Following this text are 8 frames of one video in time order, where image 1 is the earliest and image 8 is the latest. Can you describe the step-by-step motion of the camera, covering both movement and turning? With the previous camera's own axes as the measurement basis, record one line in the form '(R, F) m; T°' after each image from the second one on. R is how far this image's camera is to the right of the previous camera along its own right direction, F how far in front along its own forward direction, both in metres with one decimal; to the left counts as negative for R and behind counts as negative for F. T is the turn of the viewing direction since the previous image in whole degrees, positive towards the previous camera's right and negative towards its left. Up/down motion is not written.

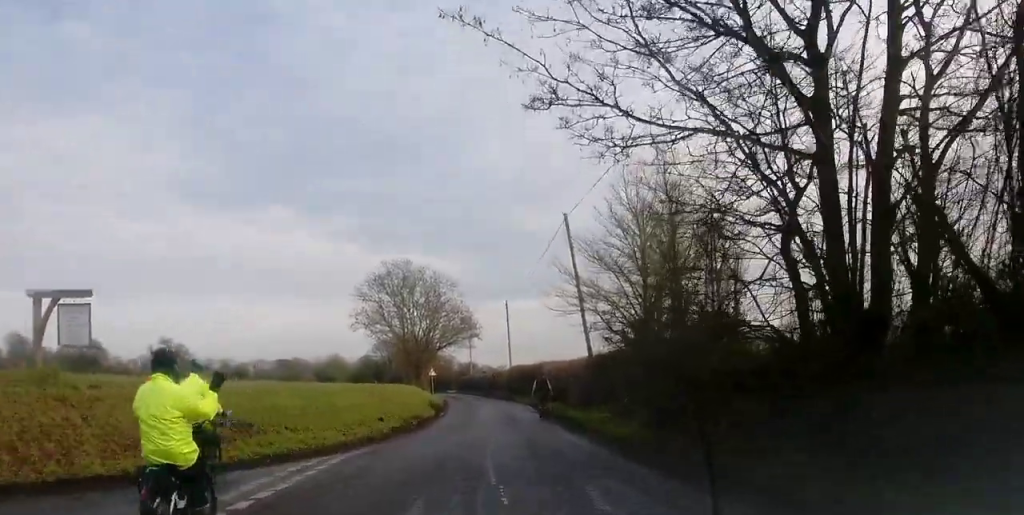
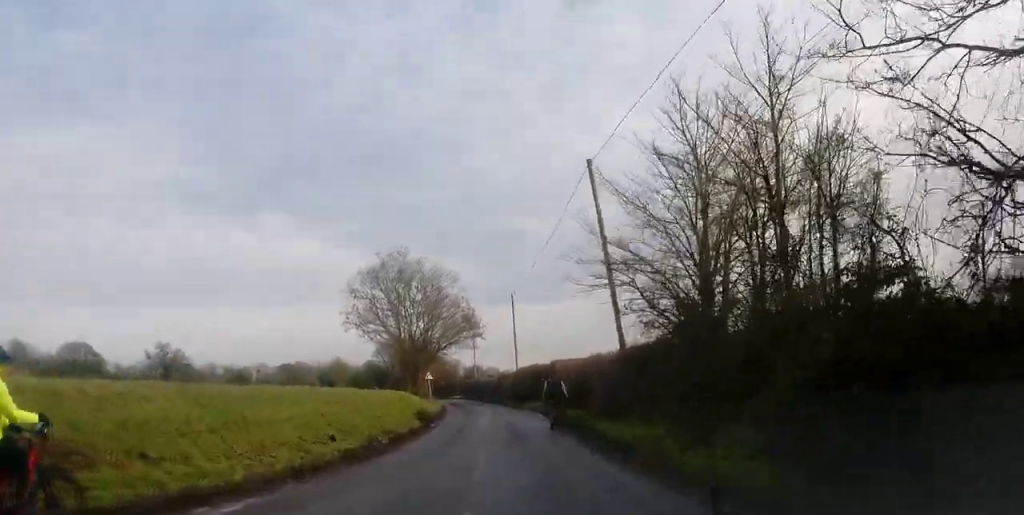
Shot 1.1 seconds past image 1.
(+0.4, +8.5) m; -3°
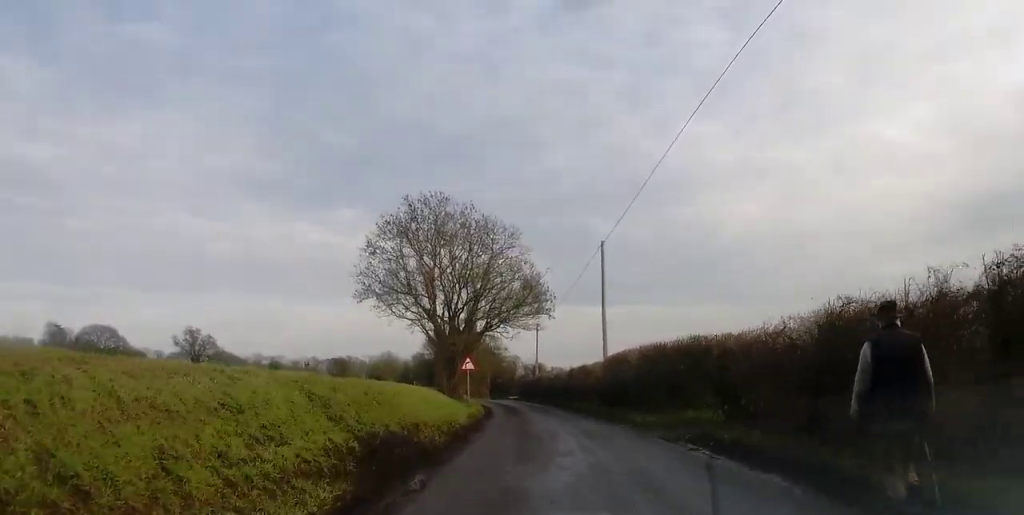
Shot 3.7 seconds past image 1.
(-0.8, +22.5) m; -1°
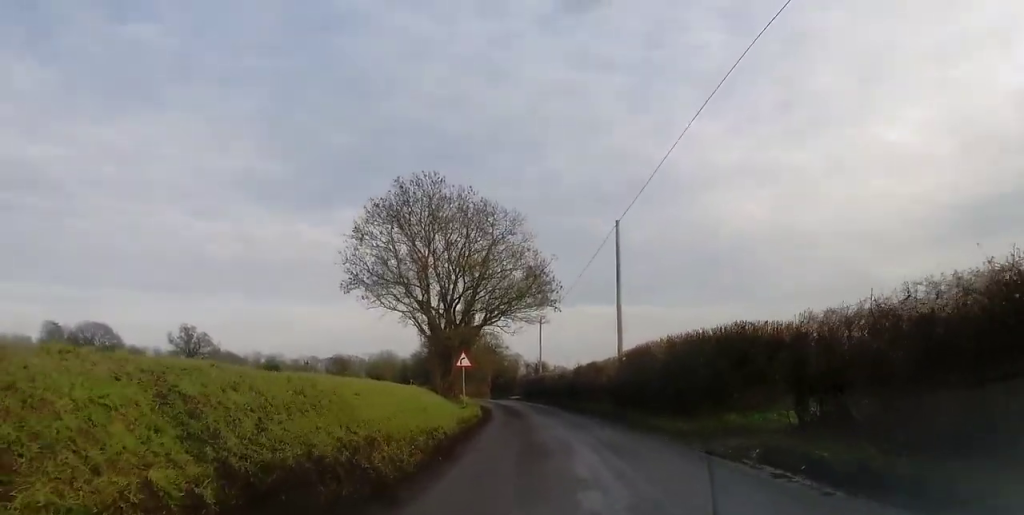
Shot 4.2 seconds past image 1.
(0.0, +5.0) m; 0°
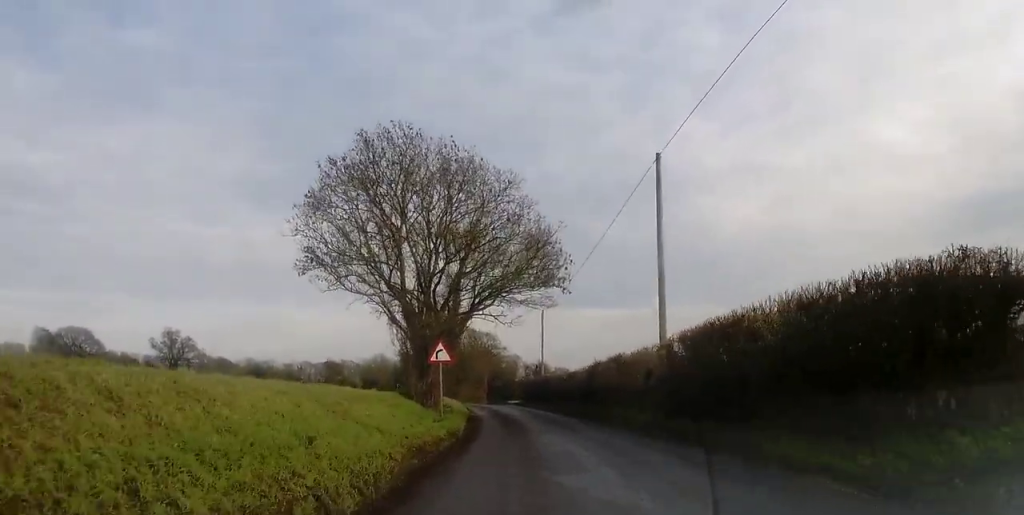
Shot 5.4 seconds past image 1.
(0.0, +10.6) m; 0°
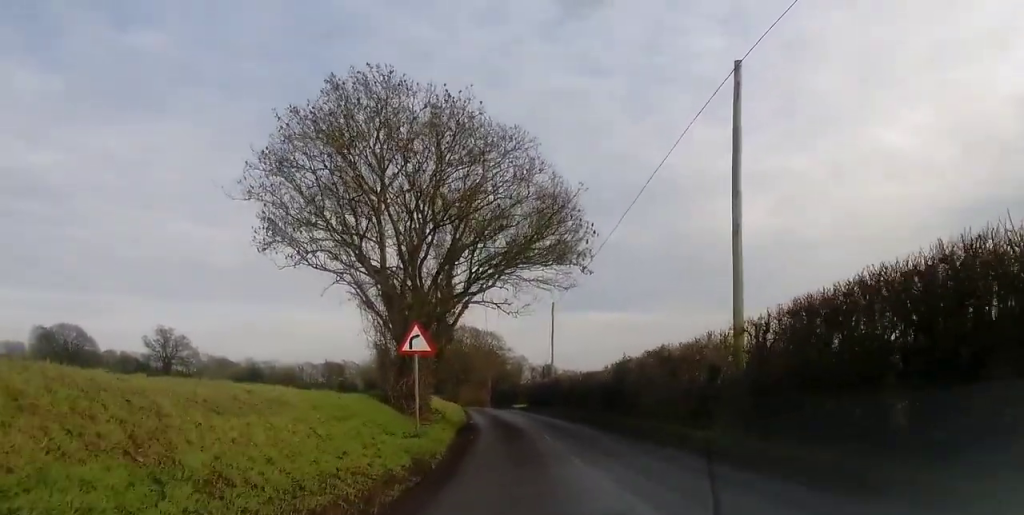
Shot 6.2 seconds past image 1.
(0.0, +7.9) m; -1°
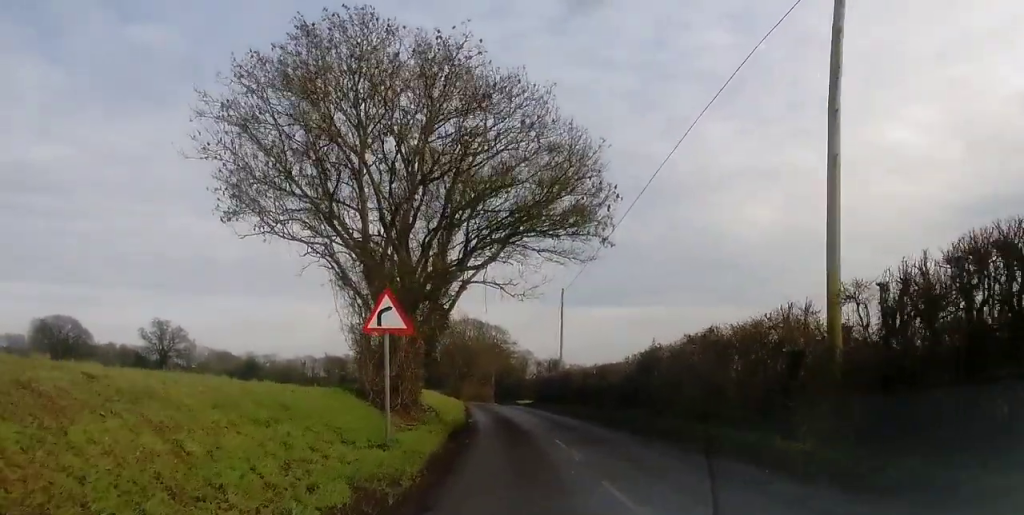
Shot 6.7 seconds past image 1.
(0.0, +5.0) m; 0°
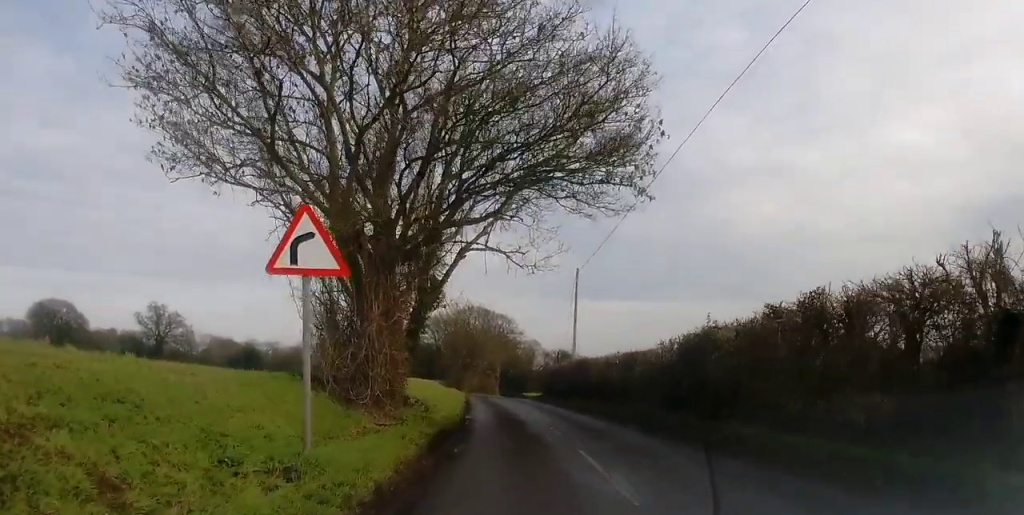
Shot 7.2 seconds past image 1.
(0.0, +6.0) m; 0°
